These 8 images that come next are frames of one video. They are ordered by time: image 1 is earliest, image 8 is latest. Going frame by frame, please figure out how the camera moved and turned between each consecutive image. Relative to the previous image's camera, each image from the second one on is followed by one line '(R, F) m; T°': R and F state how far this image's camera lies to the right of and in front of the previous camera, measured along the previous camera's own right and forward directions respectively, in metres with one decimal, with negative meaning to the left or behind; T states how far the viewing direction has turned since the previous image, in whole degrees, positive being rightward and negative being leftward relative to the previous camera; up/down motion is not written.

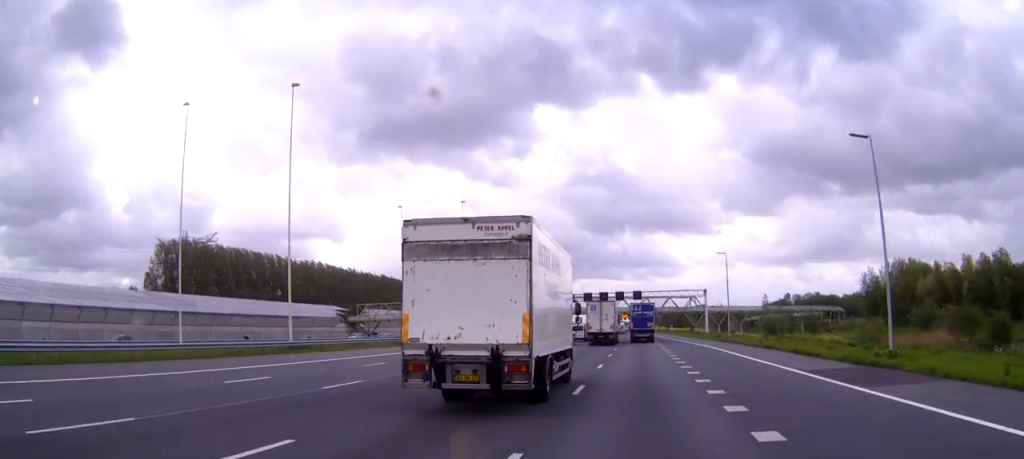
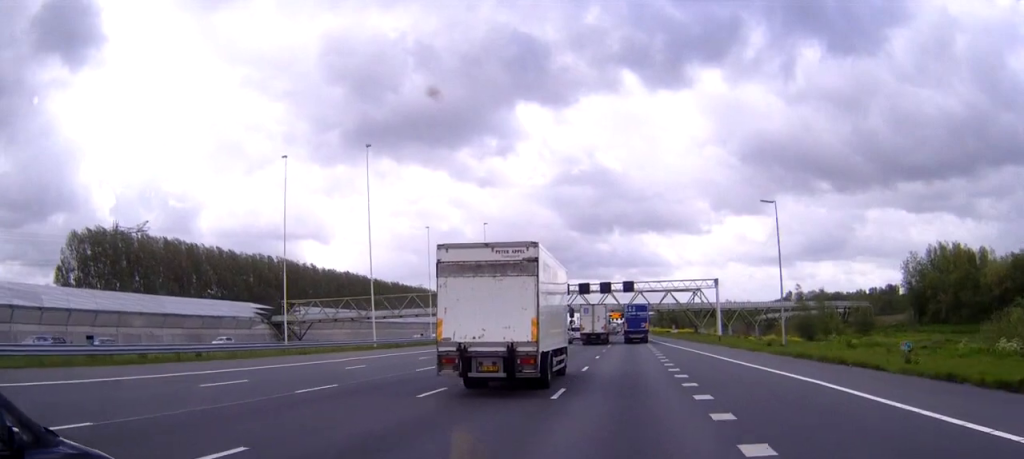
(+0.3, +36.6) m; 0°
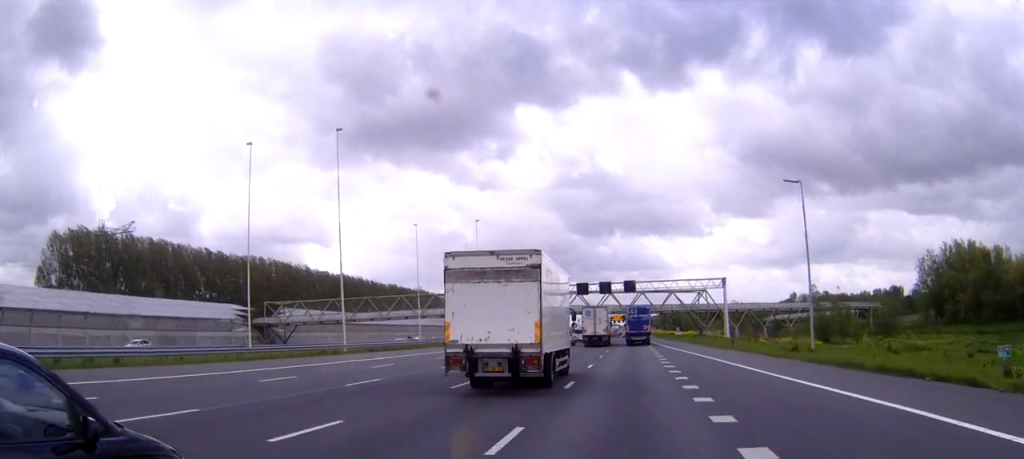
(0.0, +8.1) m; 0°
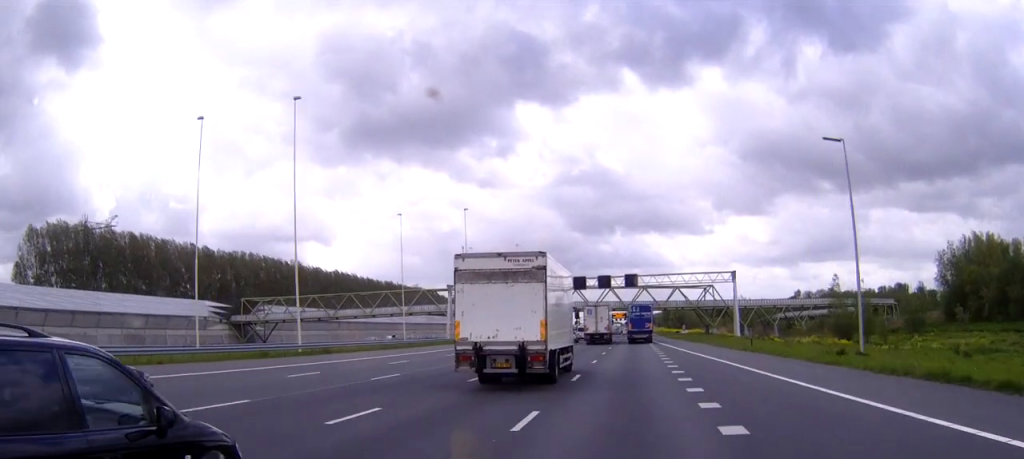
(0.0, +9.5) m; 0°
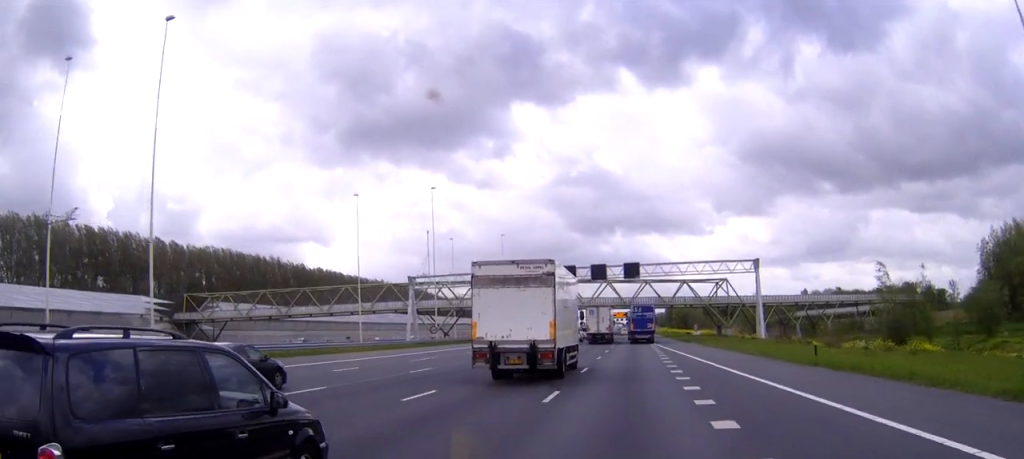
(0.0, +19.1) m; 0°
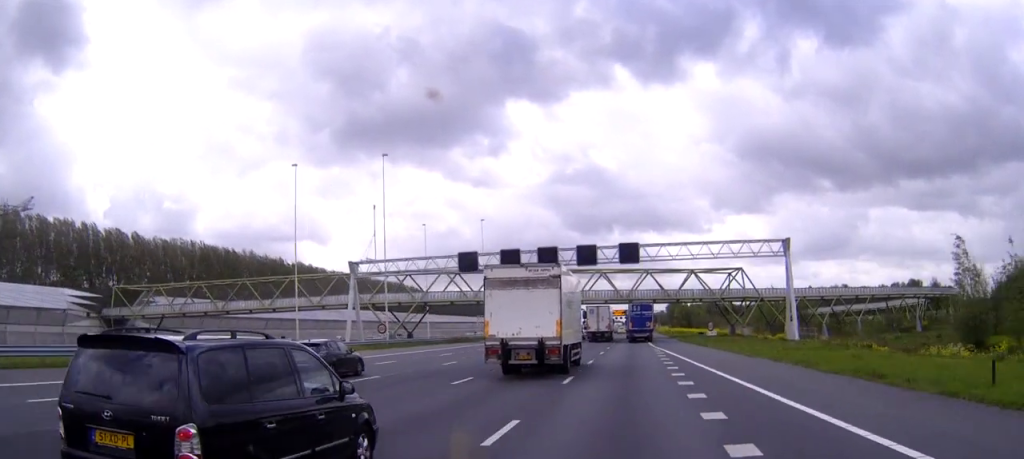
(0.0, +18.6) m; 0°
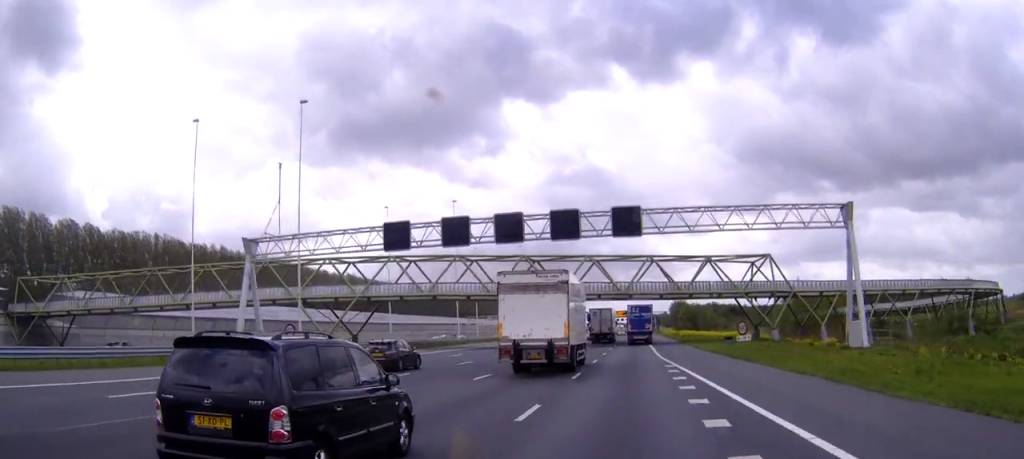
(0.0, +20.7) m; 0°
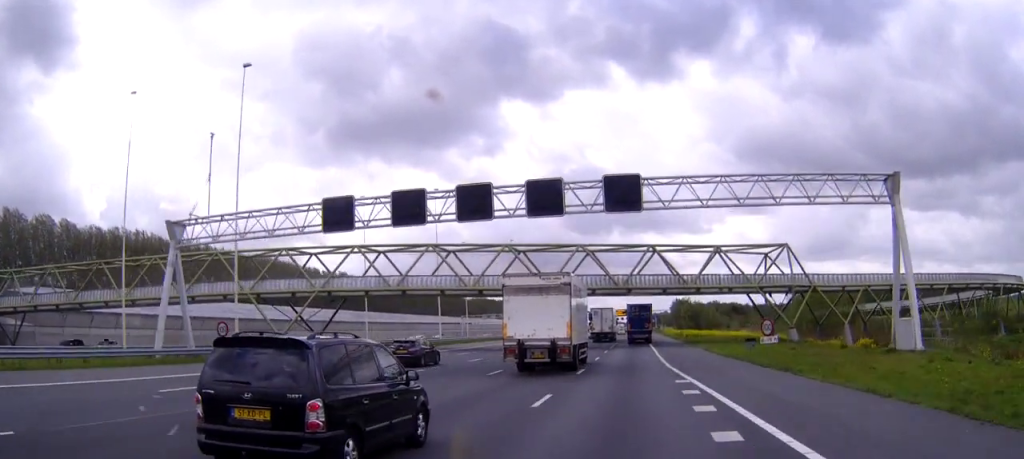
(0.0, +9.6) m; 0°
